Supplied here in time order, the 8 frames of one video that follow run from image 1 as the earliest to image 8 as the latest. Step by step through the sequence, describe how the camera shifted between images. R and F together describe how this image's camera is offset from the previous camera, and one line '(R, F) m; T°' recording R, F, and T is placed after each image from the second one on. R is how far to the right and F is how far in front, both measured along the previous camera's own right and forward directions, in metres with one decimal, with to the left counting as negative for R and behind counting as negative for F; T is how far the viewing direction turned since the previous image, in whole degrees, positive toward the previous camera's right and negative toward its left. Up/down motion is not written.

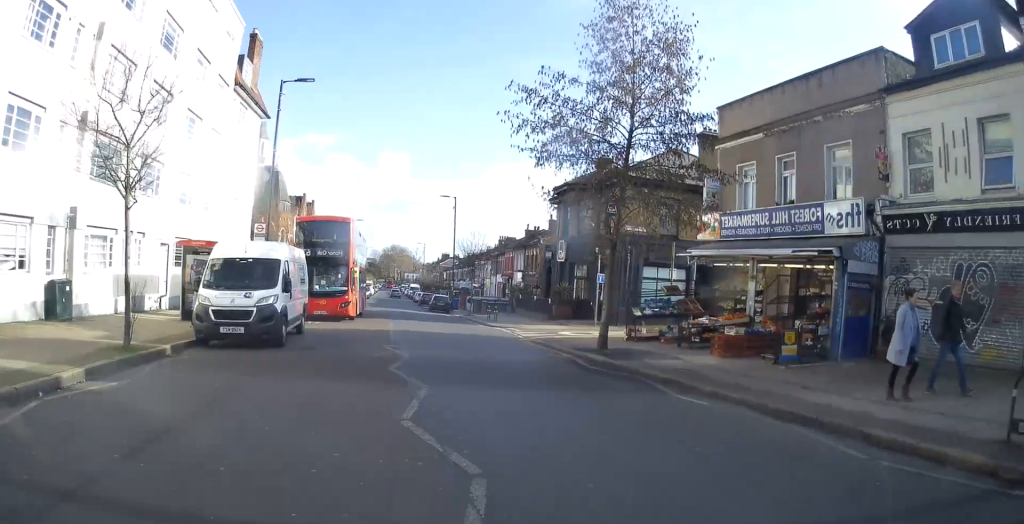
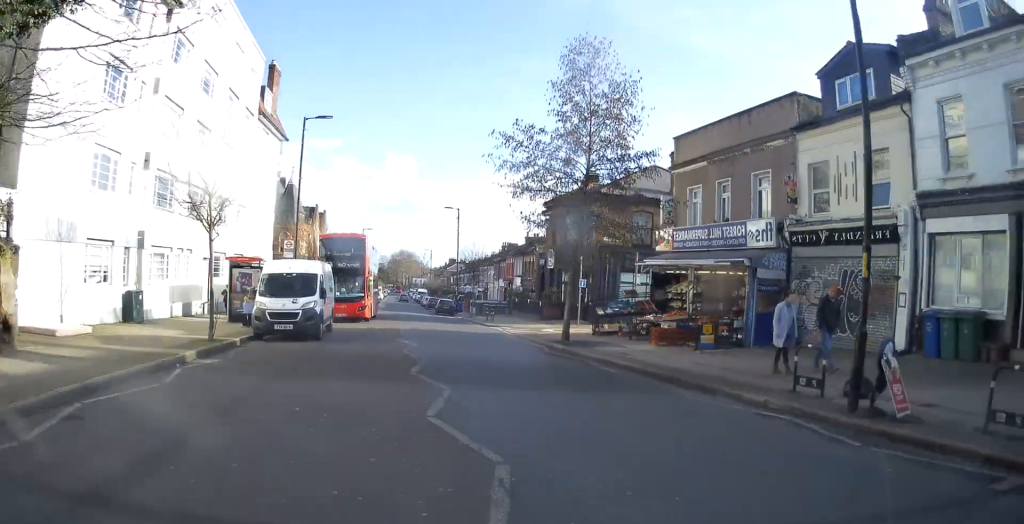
(-0.1, +4.7) m; +1°
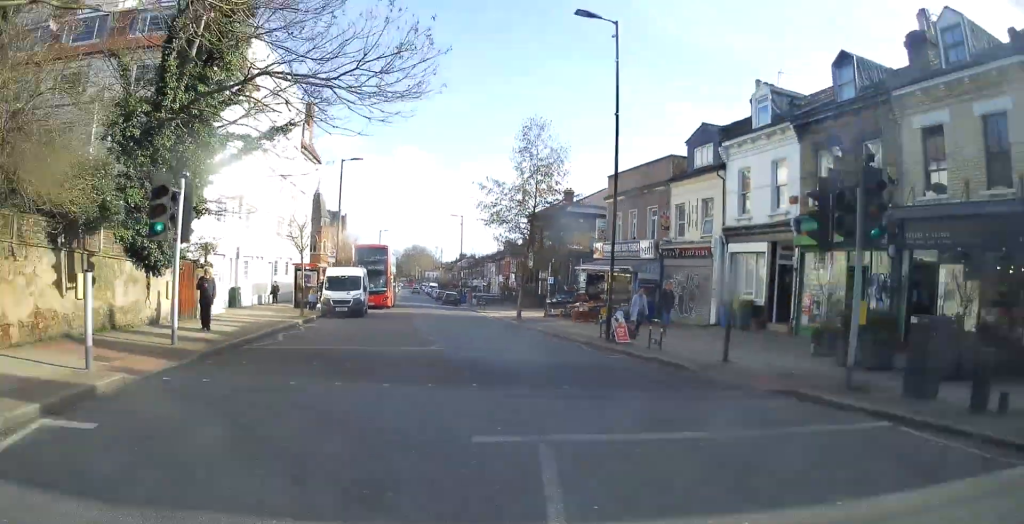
(+0.1, +11.5) m; +1°
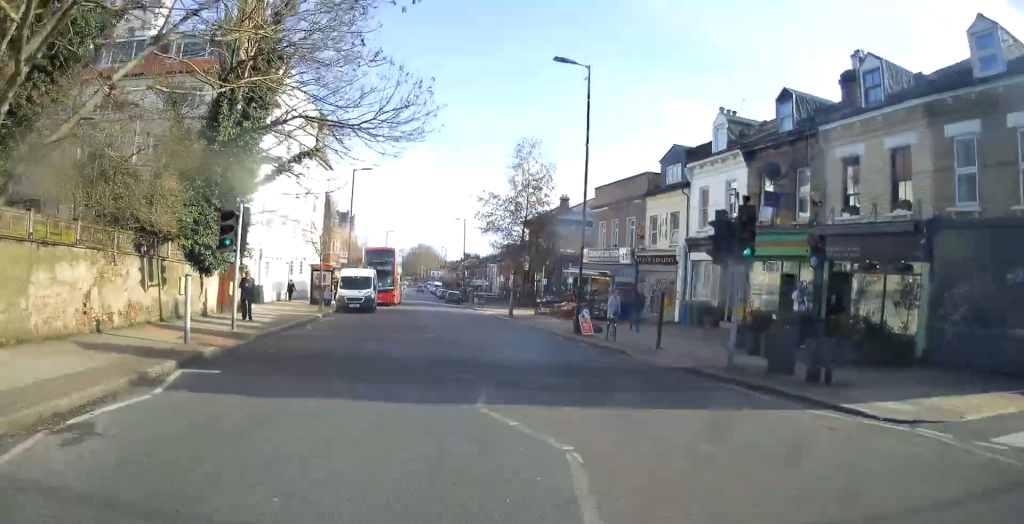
(-0.2, +4.2) m; +1°
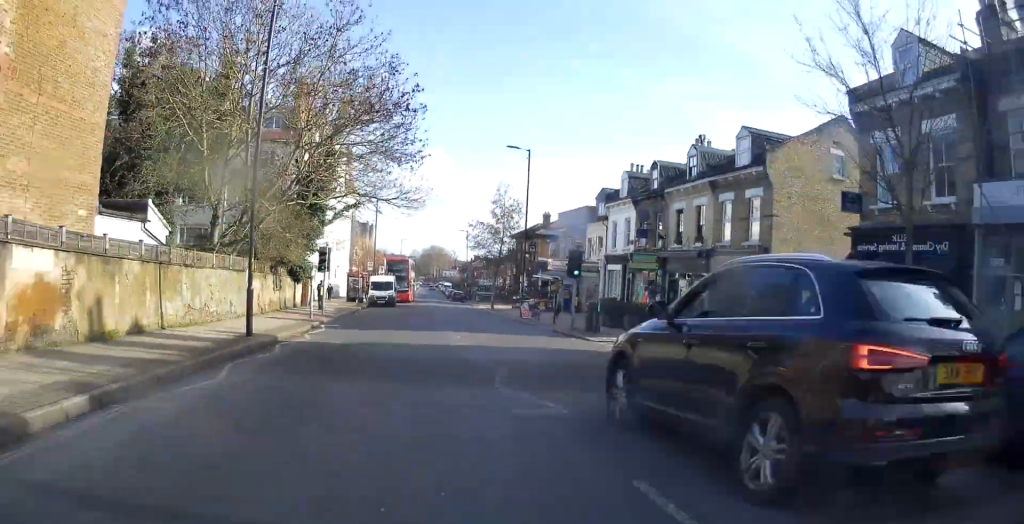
(+0.2, +13.9) m; -1°
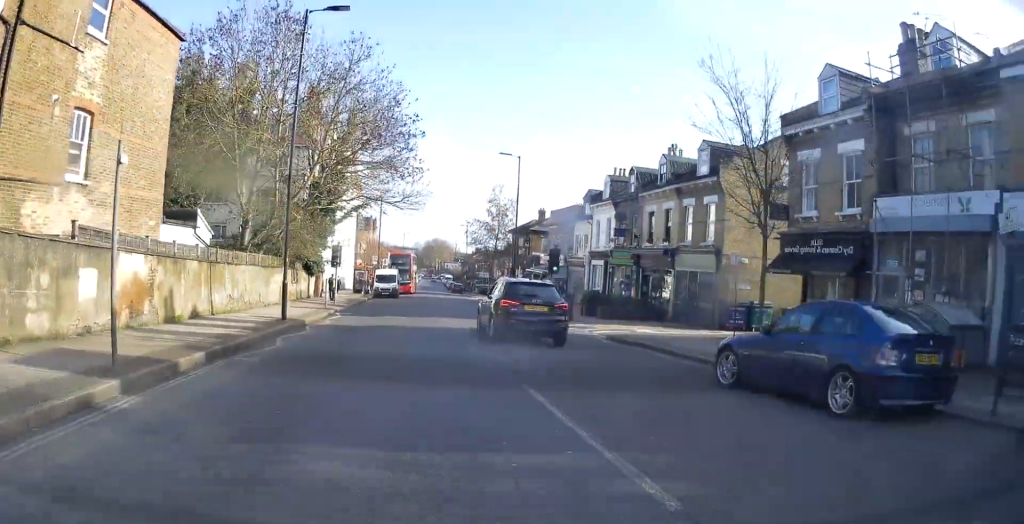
(0.0, +4.0) m; +1°
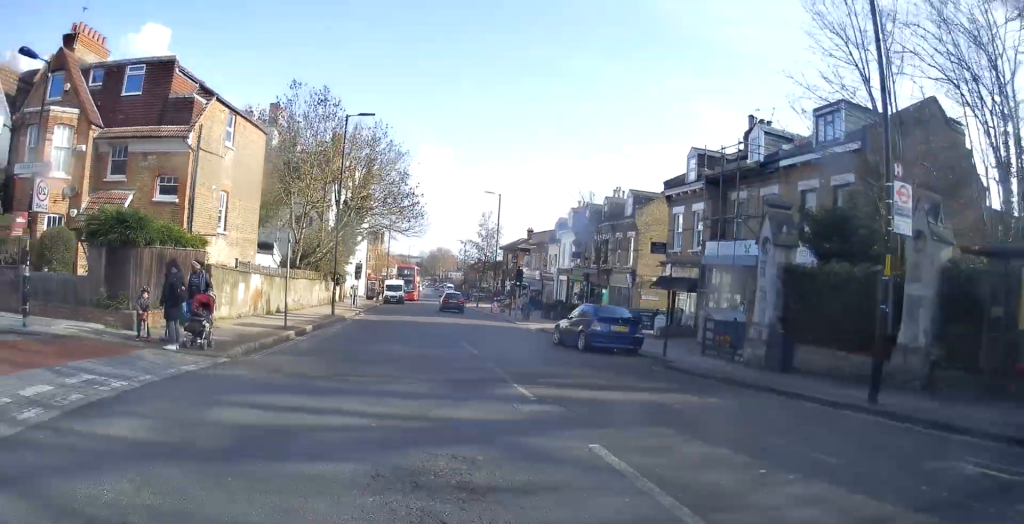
(+0.7, +11.5) m; +4°
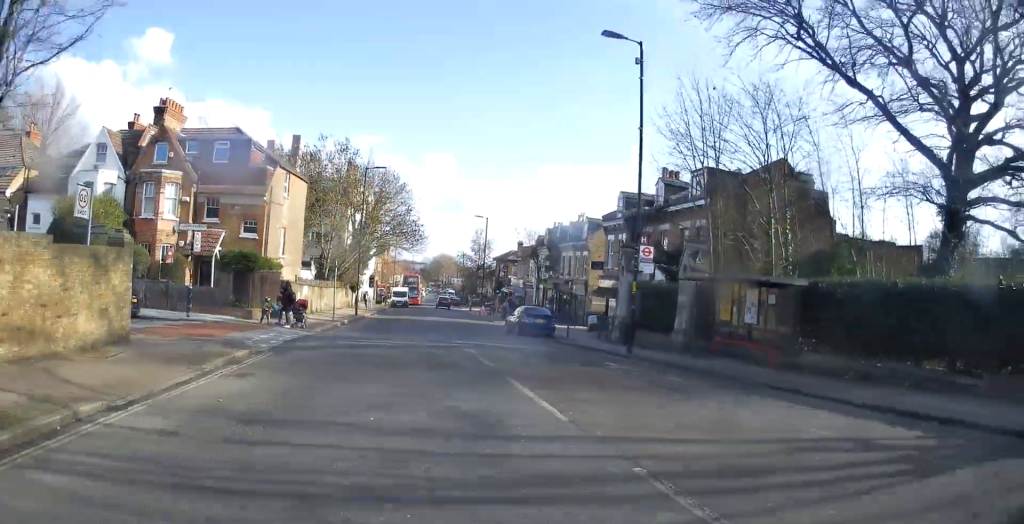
(+0.1, +11.2) m; 0°
